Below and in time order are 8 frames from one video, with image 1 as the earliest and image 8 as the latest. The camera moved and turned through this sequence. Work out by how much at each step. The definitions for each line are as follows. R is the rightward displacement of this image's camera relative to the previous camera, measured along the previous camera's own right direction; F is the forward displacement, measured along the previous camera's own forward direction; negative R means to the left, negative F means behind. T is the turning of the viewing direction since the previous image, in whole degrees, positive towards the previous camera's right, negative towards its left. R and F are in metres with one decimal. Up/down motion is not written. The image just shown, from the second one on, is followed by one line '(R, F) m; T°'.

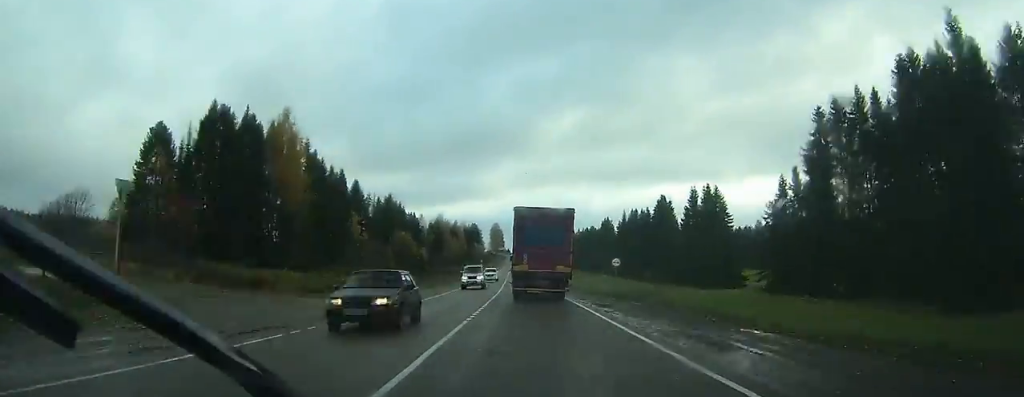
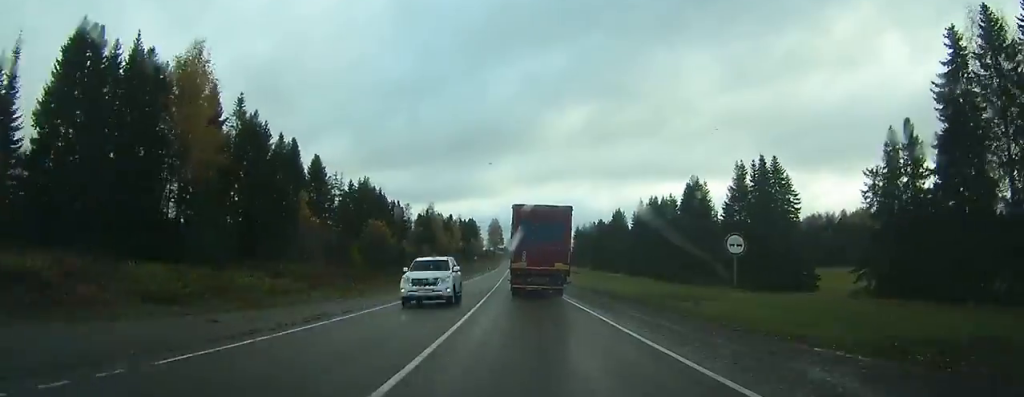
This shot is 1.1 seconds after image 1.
(-0.1, +23.7) m; 0°
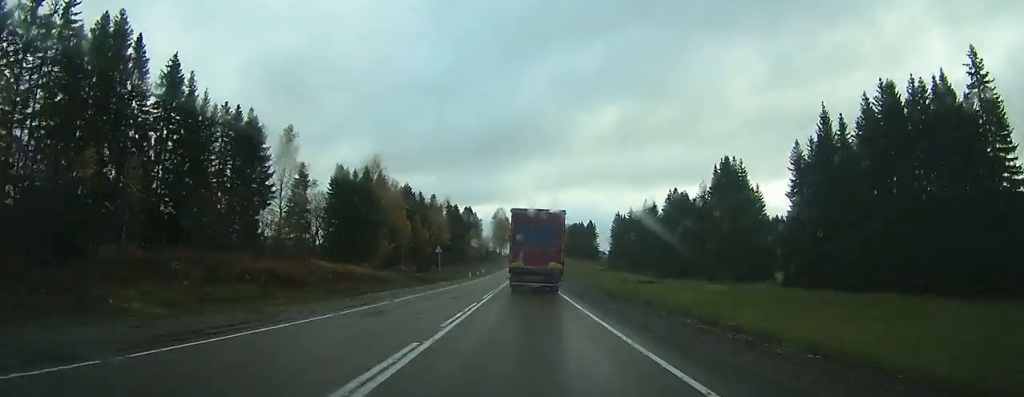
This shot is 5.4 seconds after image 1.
(-0.8, +90.6) m; 0°
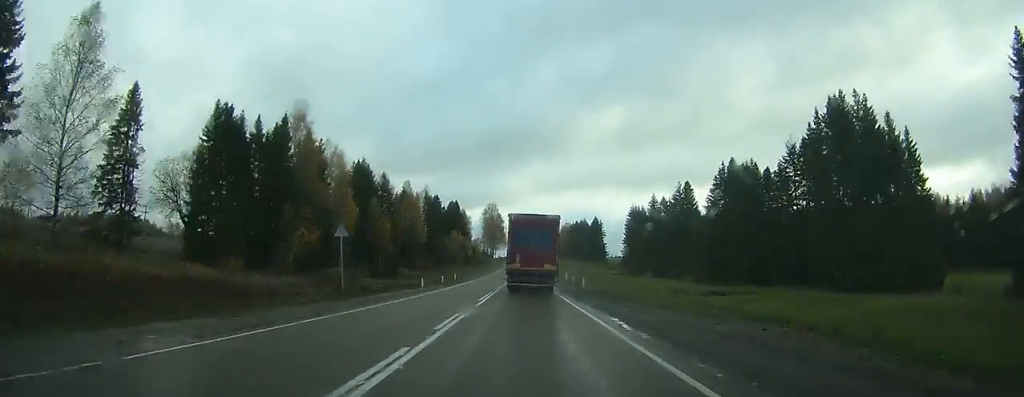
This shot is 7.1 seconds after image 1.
(+0.1, +37.3) m; 0°
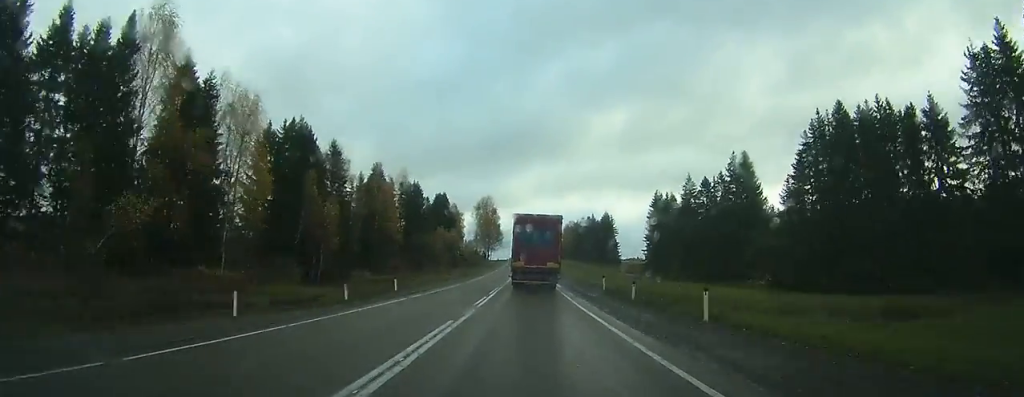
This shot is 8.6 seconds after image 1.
(+0.1, +31.8) m; 0°
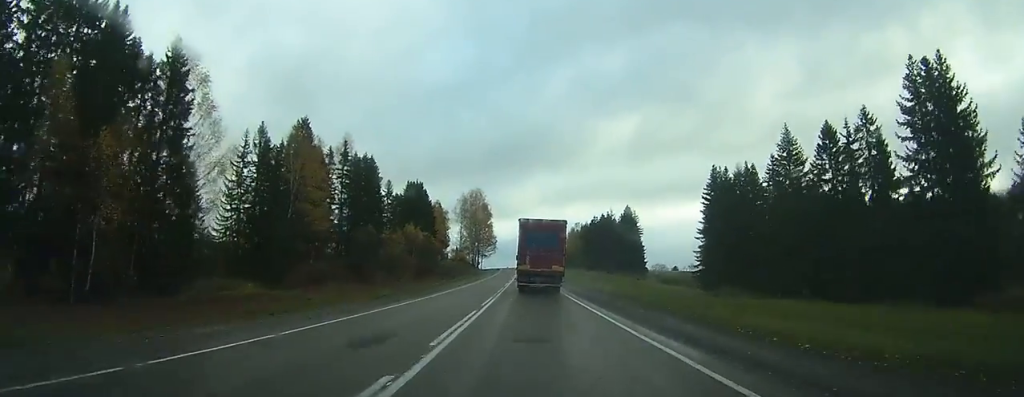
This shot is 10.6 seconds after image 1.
(0.0, +43.7) m; 0°
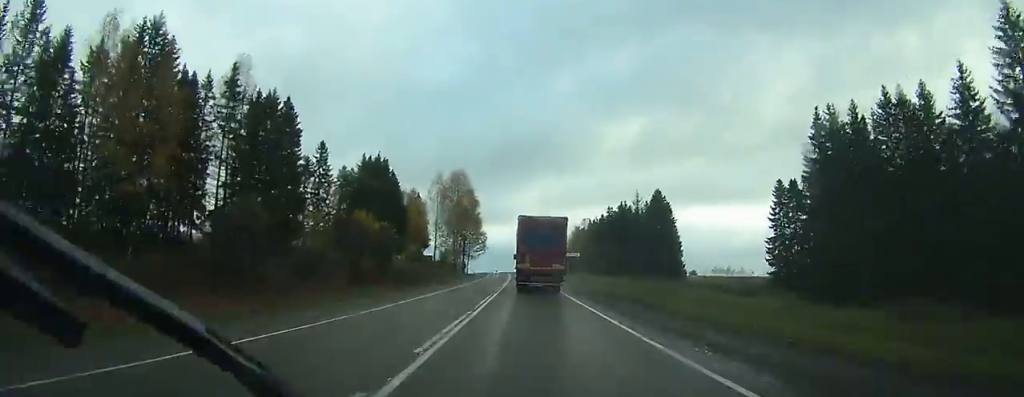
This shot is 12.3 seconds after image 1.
(0.0, +36.6) m; 0°
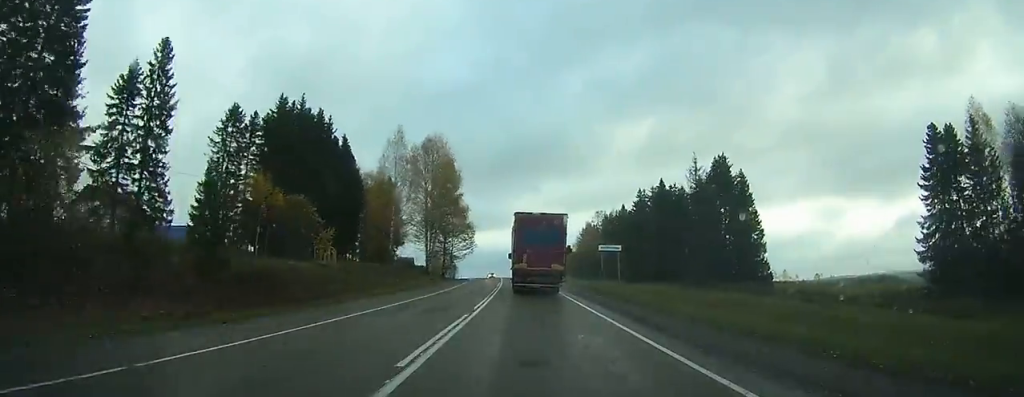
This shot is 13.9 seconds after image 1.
(+0.1, +36.4) m; 0°
